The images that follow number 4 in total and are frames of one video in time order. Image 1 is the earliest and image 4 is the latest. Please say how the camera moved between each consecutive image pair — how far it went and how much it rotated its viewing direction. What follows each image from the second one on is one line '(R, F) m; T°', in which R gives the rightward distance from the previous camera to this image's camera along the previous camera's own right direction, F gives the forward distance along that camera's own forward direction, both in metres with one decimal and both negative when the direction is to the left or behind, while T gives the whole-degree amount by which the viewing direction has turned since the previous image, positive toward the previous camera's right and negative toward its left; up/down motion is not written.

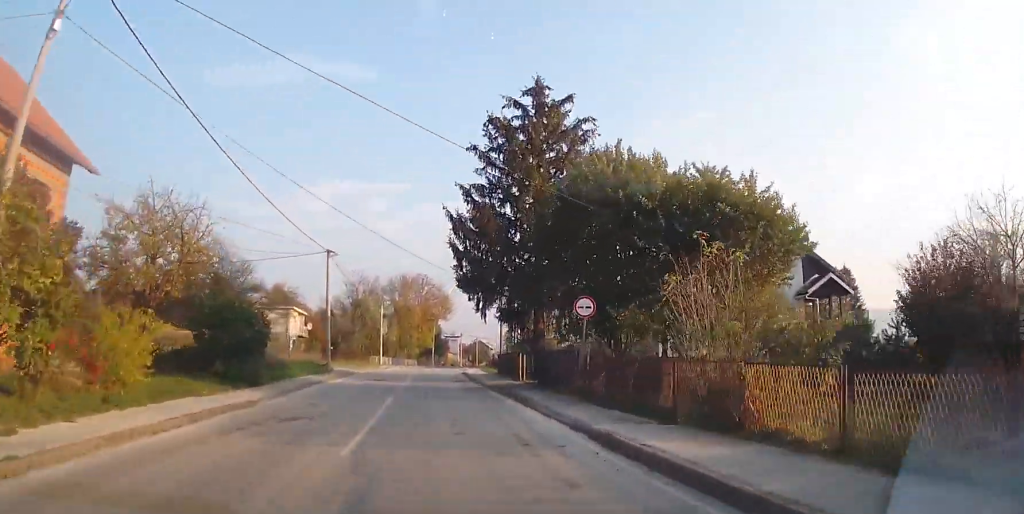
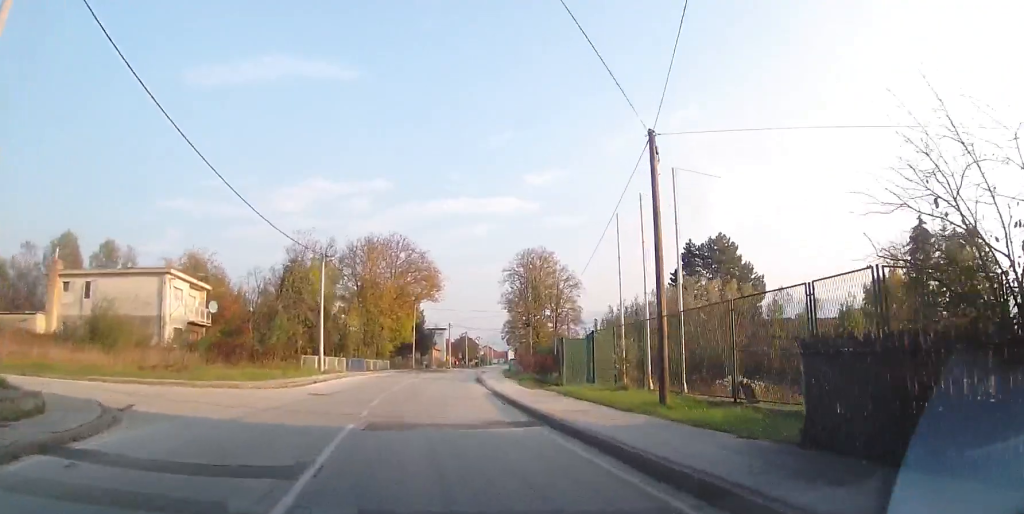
(-0.3, +31.8) m; +1°
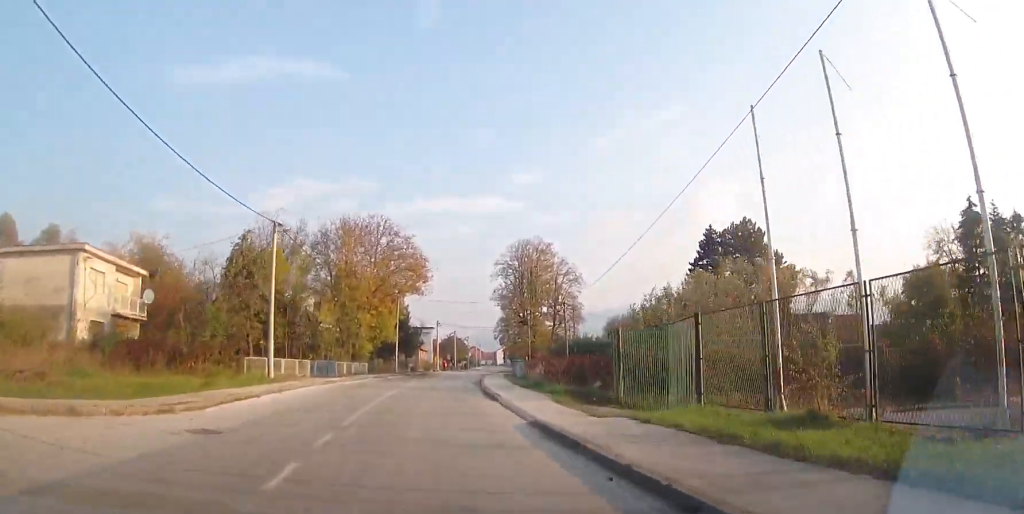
(+0.1, +10.0) m; +1°
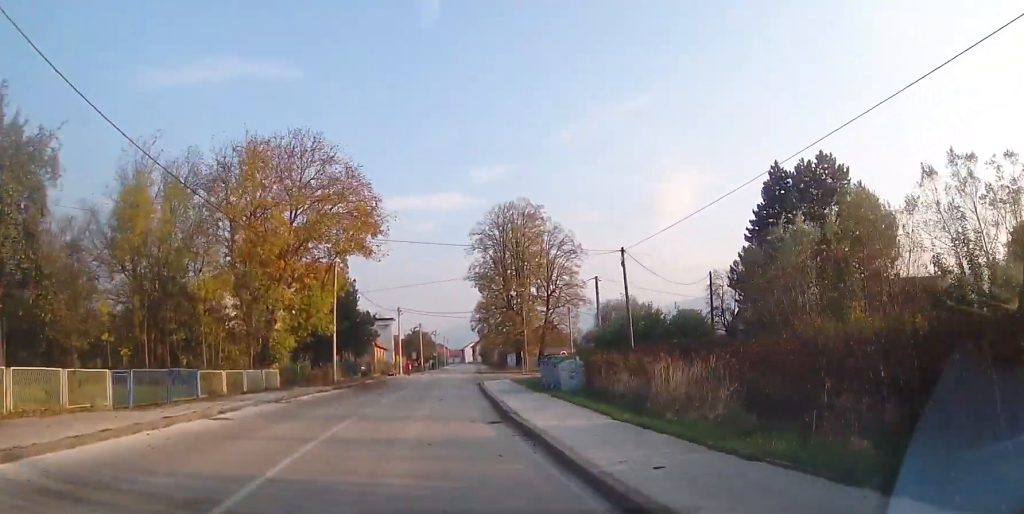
(+0.3, +21.4) m; +2°
